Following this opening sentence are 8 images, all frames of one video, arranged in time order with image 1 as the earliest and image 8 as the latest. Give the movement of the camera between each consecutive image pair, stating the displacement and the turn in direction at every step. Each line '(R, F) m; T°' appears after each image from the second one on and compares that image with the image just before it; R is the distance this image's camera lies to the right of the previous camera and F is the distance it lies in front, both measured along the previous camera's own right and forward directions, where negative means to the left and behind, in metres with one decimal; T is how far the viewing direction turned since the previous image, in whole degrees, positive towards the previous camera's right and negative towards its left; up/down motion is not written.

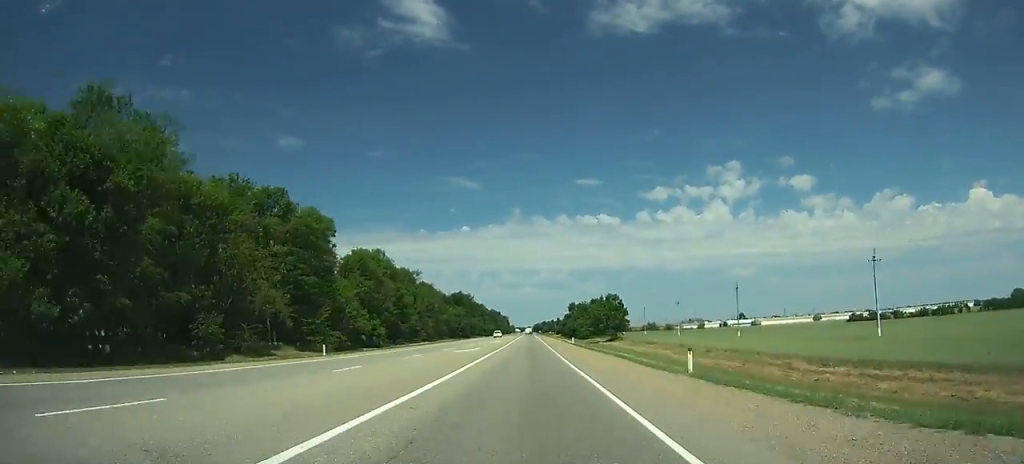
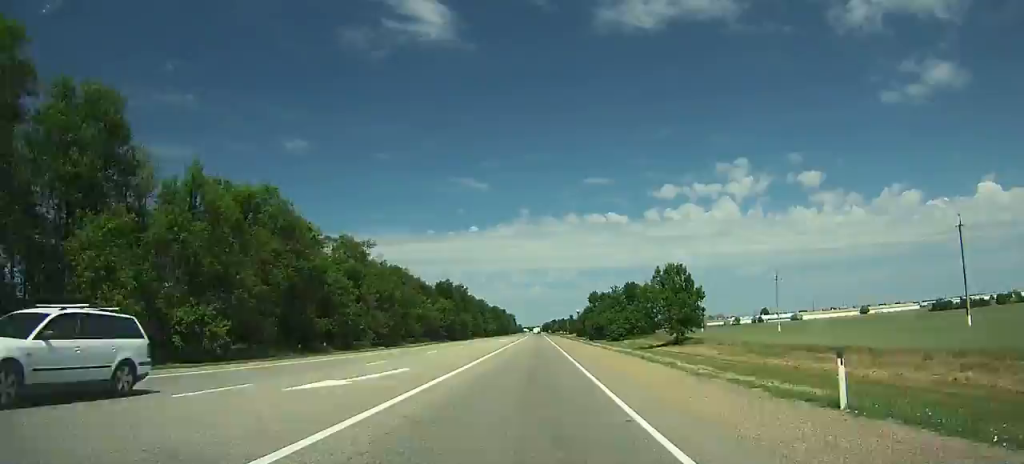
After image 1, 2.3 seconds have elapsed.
(-0.5, +55.7) m; -1°
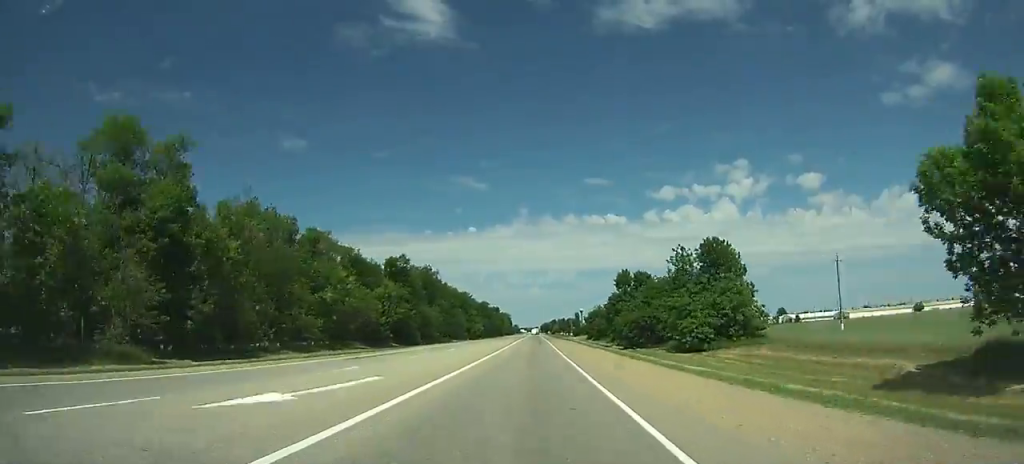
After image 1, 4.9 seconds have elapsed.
(-0.4, +63.2) m; 0°
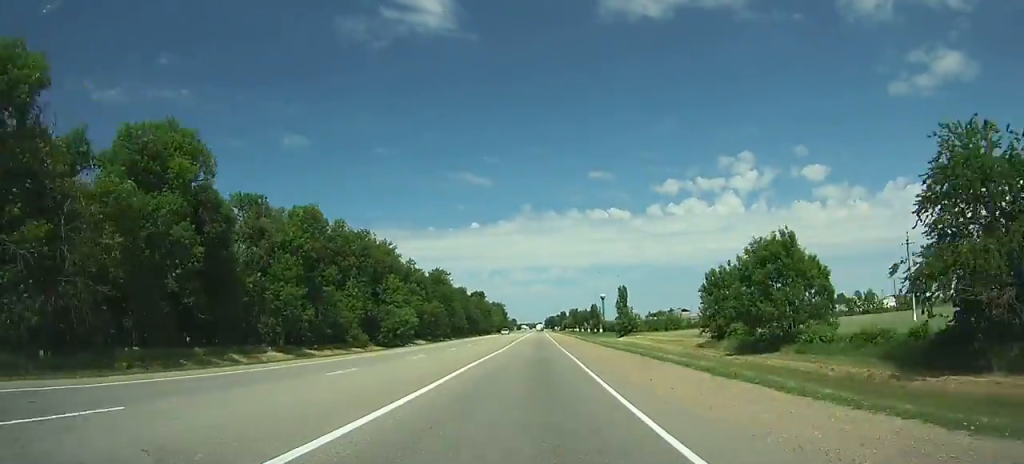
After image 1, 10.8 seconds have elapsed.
(-0.1, +144.9) m; 0°
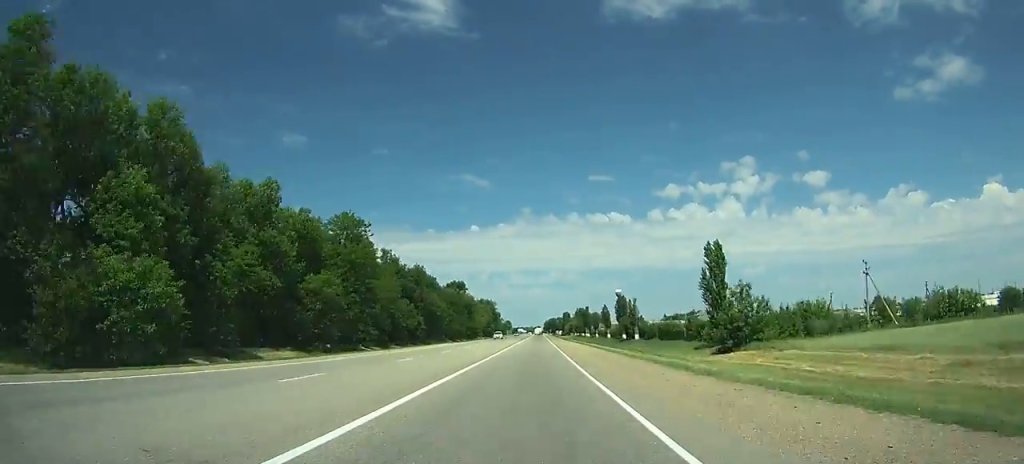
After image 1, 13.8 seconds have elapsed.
(0.0, +74.8) m; 0°
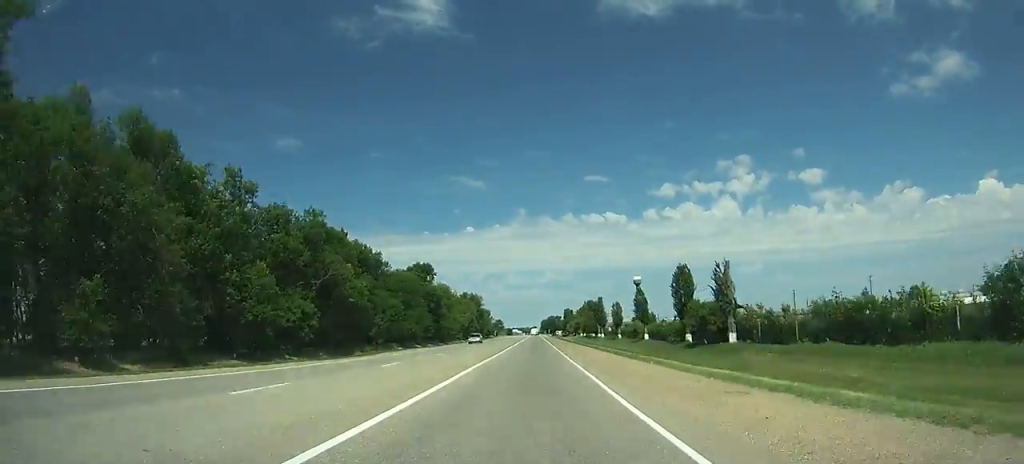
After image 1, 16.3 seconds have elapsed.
(-0.1, +63.1) m; 0°
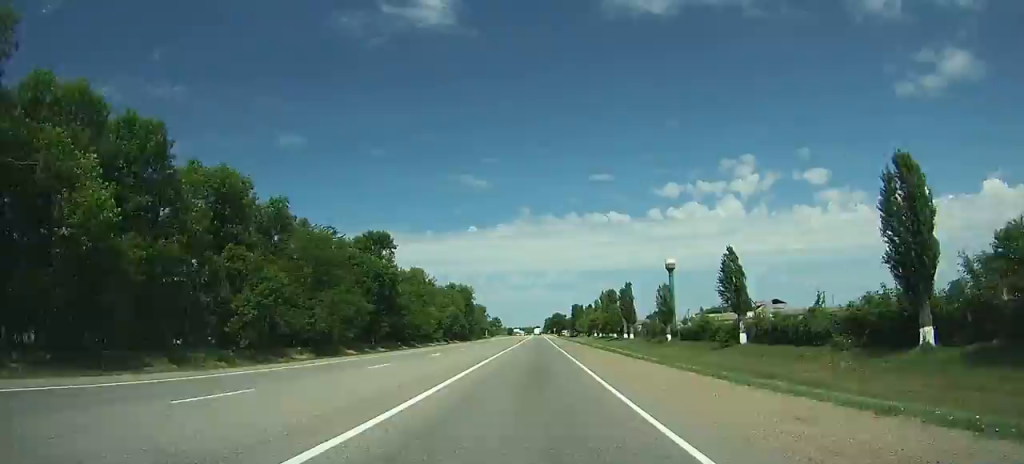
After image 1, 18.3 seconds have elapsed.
(0.0, +51.3) m; 0°
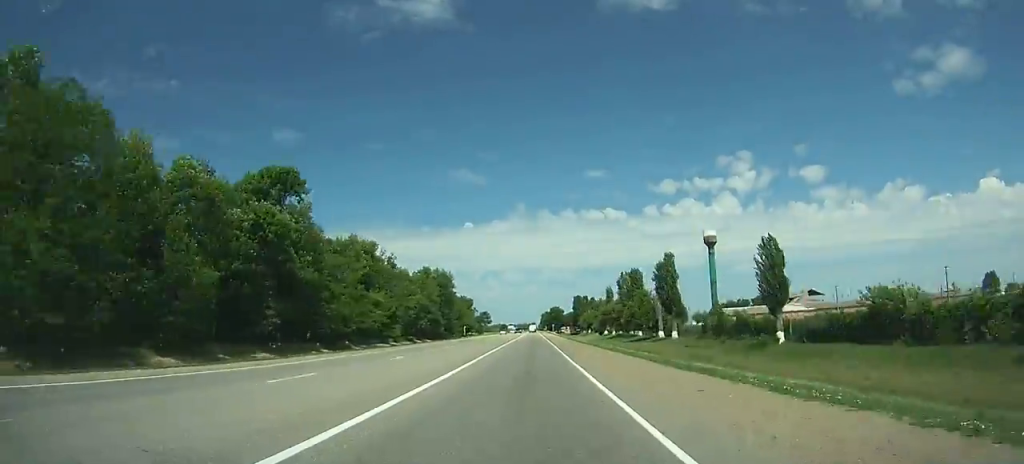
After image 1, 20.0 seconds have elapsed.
(0.0, +43.9) m; 0°
